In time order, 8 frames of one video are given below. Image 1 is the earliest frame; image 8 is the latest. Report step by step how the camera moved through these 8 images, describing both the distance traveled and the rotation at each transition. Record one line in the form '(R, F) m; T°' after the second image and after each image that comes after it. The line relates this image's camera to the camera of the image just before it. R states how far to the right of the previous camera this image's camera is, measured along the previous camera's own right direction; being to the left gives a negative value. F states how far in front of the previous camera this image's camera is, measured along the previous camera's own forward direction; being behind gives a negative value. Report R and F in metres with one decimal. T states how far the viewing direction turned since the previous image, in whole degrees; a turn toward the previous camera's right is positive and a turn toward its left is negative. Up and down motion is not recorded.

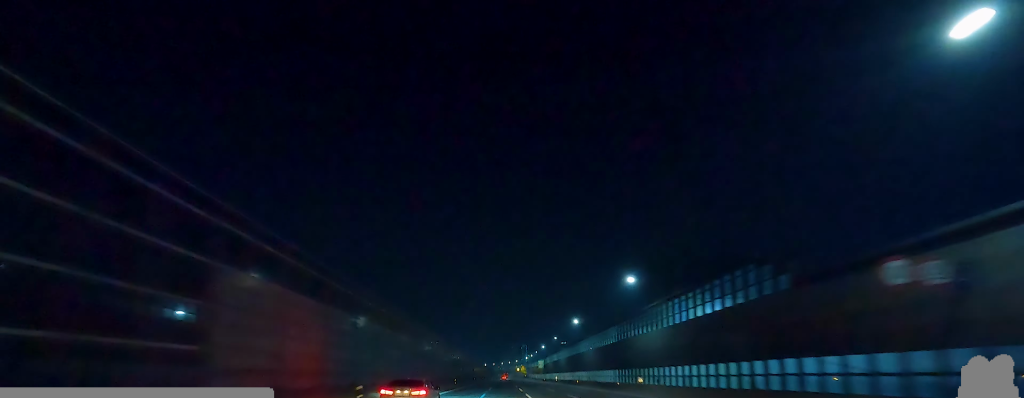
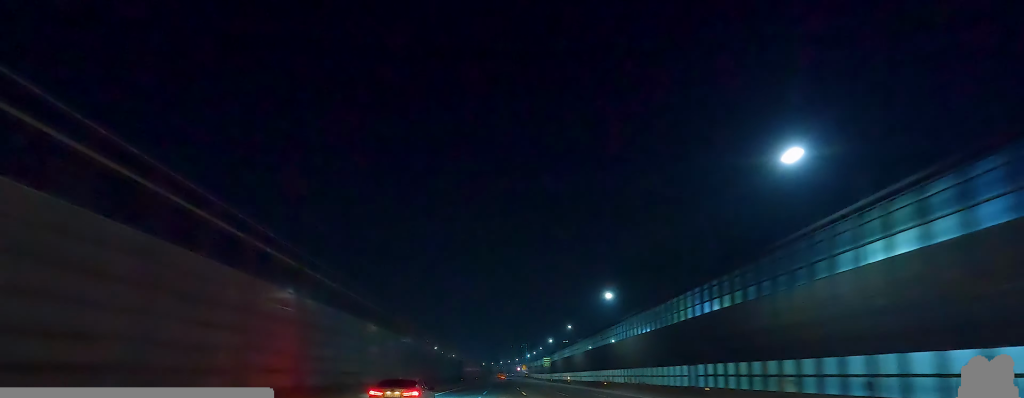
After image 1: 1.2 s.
(0.0, +34.1) m; 0°
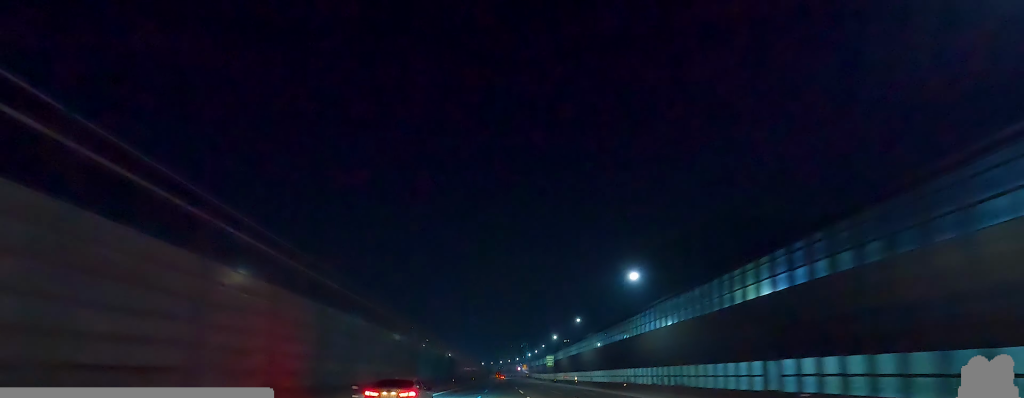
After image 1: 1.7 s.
(0.0, +14.2) m; 0°
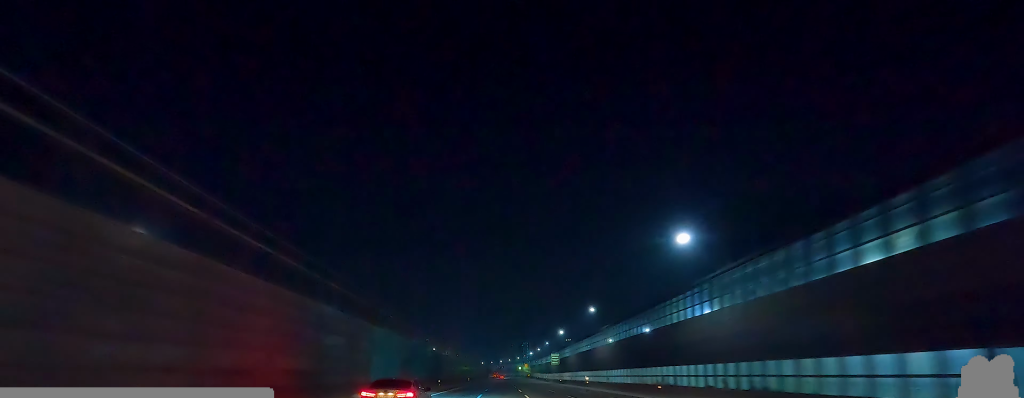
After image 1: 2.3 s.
(0.0, +16.0) m; 0°
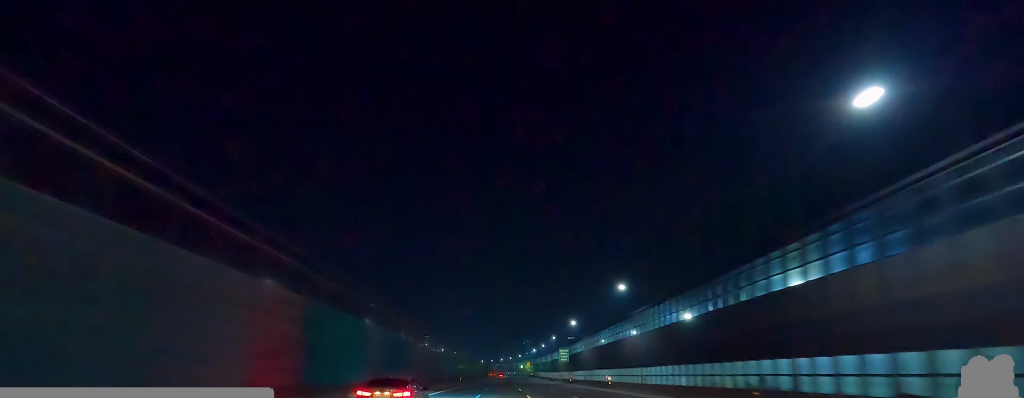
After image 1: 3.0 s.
(0.0, +21.6) m; 0°
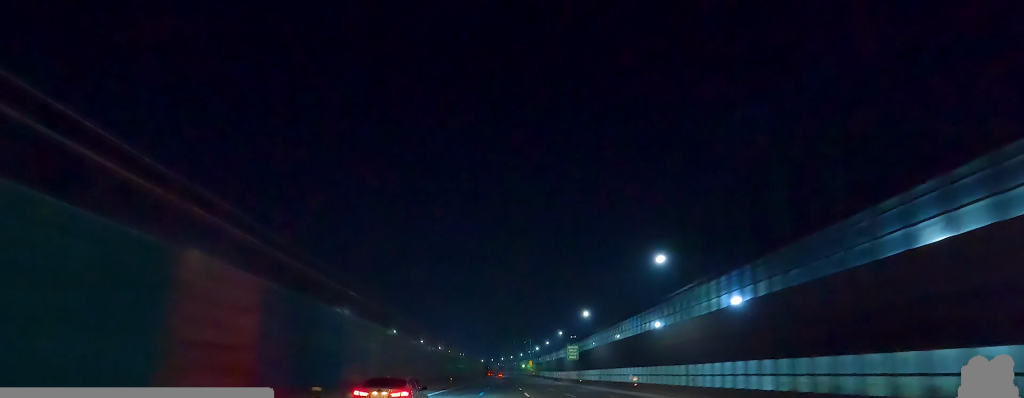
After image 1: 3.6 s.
(-0.1, +15.9) m; 0°
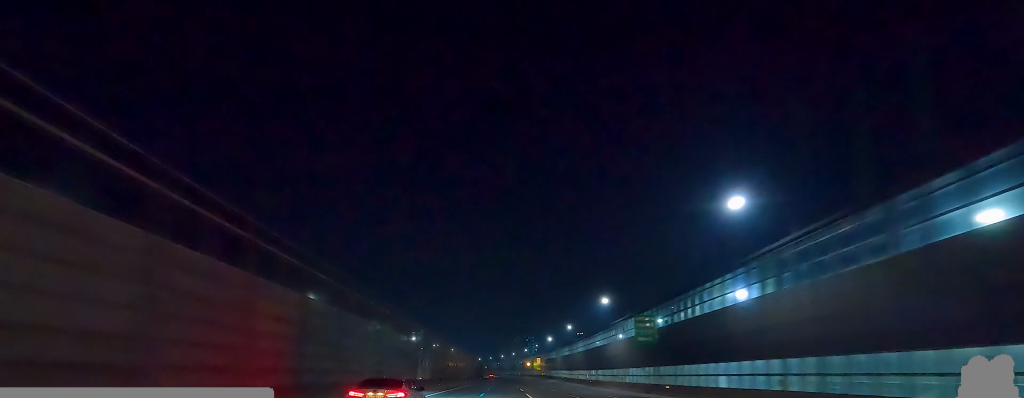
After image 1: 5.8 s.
(+0.1, +60.7) m; -3°
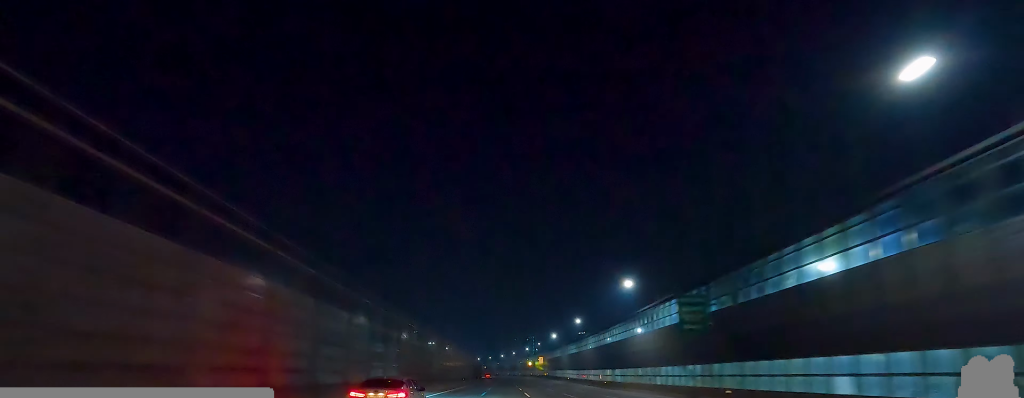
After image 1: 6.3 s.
(-0.6, +14.5) m; 0°
